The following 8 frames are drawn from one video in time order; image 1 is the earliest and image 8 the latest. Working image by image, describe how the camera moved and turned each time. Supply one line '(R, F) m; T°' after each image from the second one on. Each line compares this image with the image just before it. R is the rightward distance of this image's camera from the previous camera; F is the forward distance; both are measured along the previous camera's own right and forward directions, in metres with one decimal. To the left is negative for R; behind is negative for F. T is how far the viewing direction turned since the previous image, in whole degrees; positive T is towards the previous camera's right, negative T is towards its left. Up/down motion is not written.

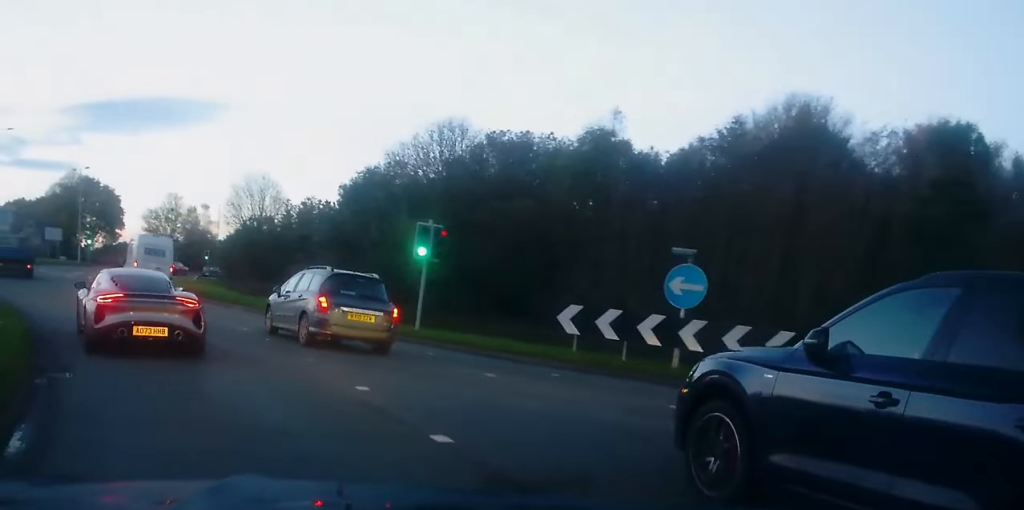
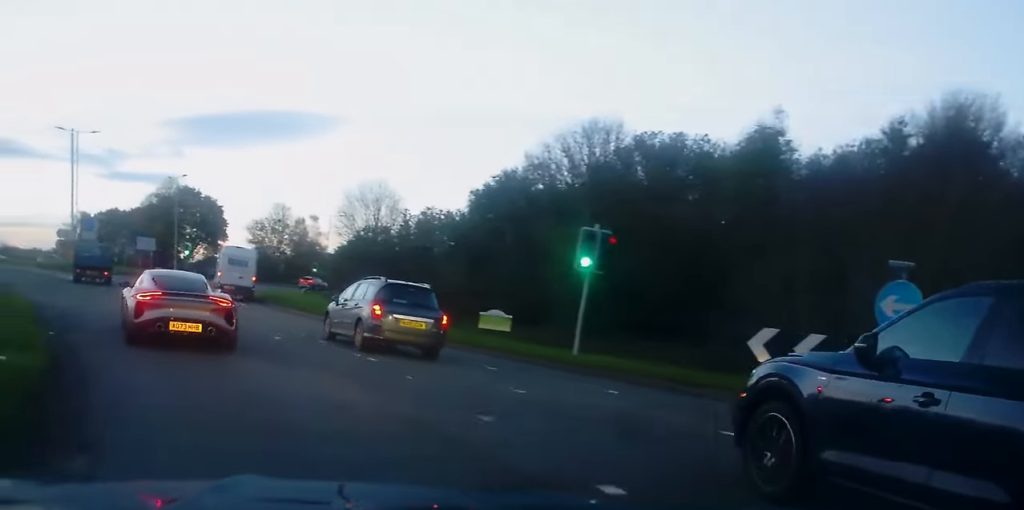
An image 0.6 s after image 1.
(-0.2, +4.6) m; -6°
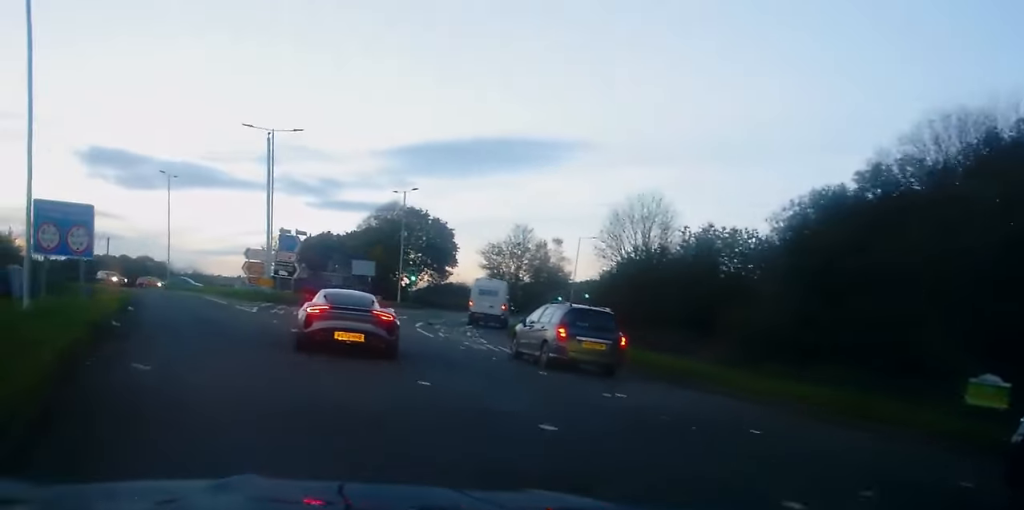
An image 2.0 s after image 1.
(-1.4, +11.8) m; -12°
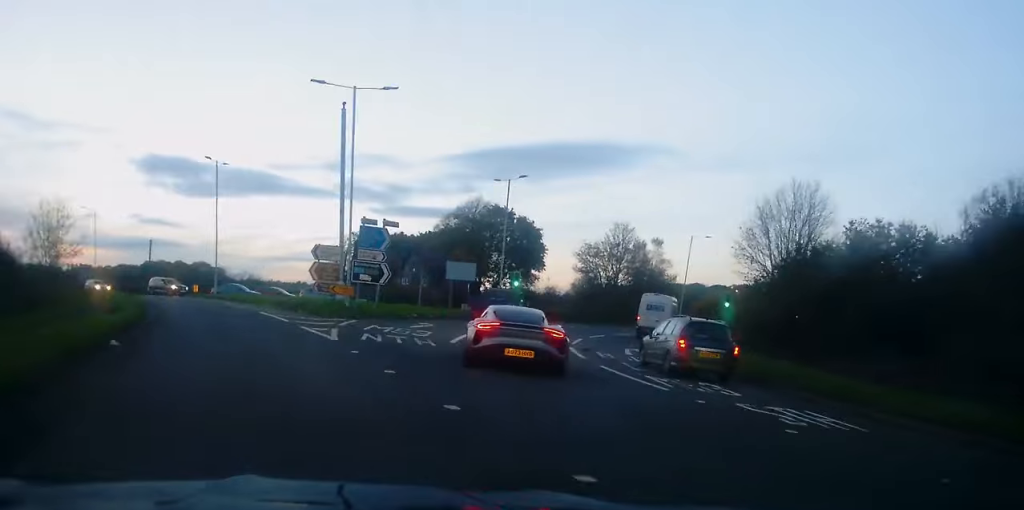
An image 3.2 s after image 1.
(-0.5, +11.4) m; -1°
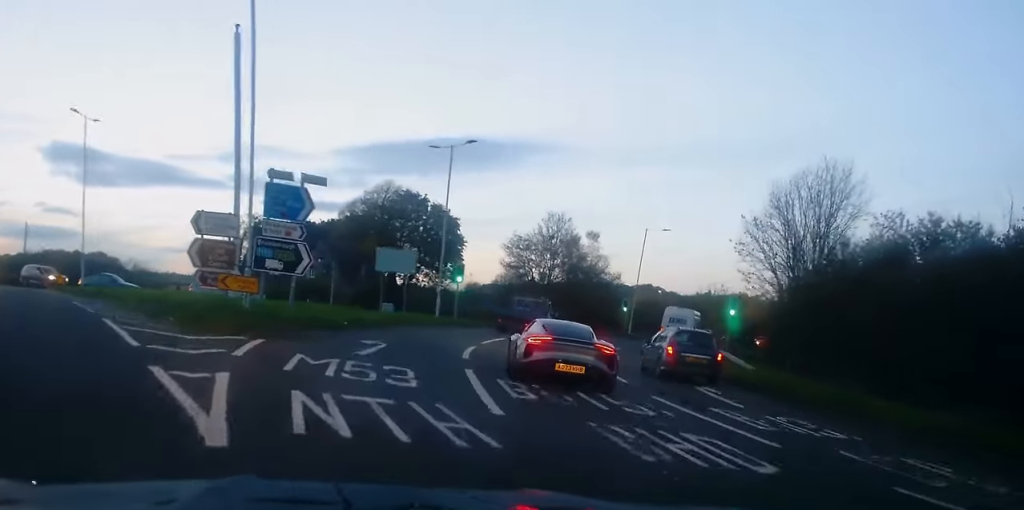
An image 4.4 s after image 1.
(+0.6, +12.9) m; +7°
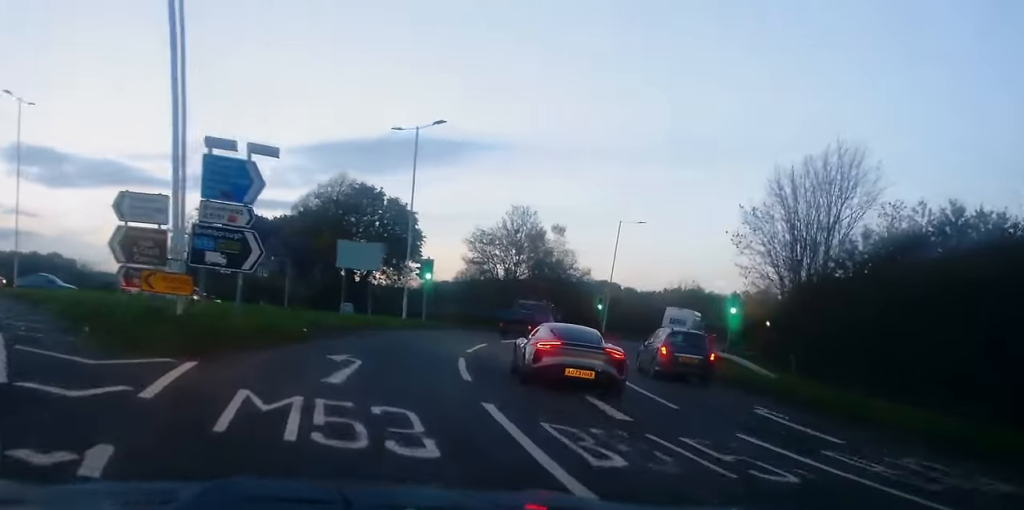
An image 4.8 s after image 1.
(+0.2, +5.0) m; +3°
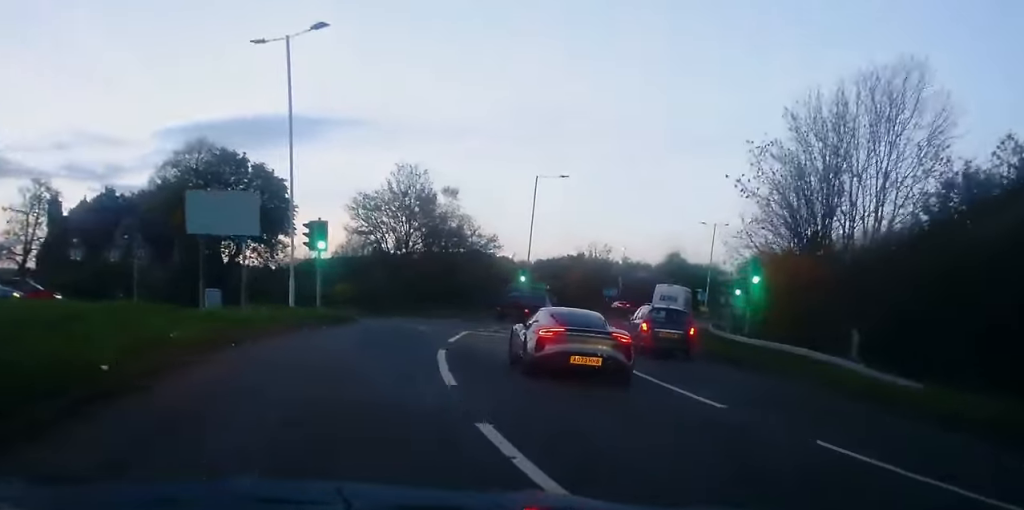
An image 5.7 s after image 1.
(+0.9, +12.5) m; +7°
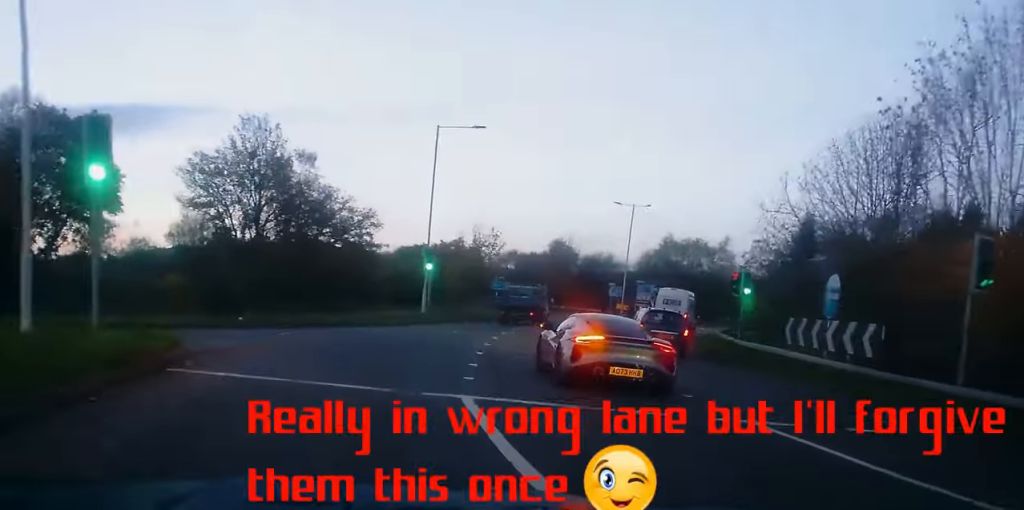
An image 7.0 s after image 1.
(+1.1, +18.0) m; +9°
